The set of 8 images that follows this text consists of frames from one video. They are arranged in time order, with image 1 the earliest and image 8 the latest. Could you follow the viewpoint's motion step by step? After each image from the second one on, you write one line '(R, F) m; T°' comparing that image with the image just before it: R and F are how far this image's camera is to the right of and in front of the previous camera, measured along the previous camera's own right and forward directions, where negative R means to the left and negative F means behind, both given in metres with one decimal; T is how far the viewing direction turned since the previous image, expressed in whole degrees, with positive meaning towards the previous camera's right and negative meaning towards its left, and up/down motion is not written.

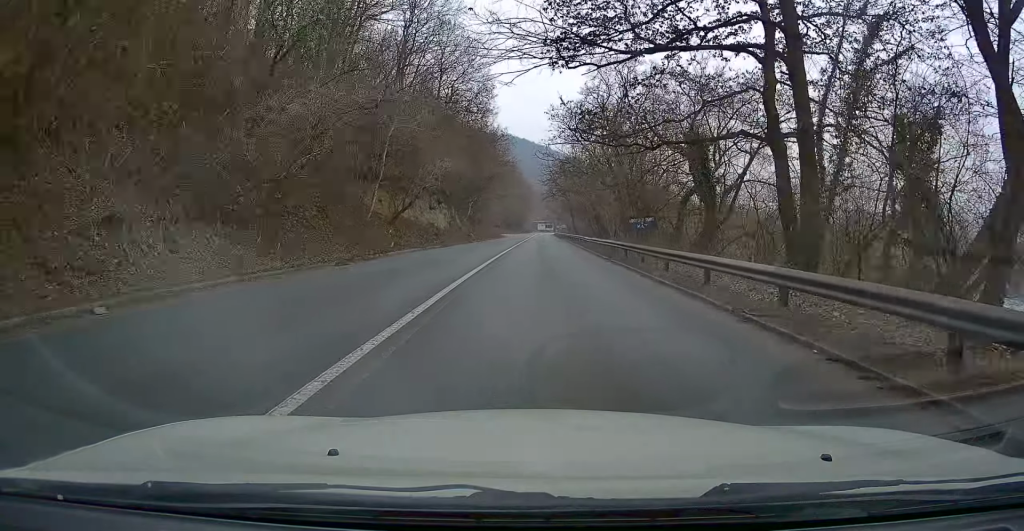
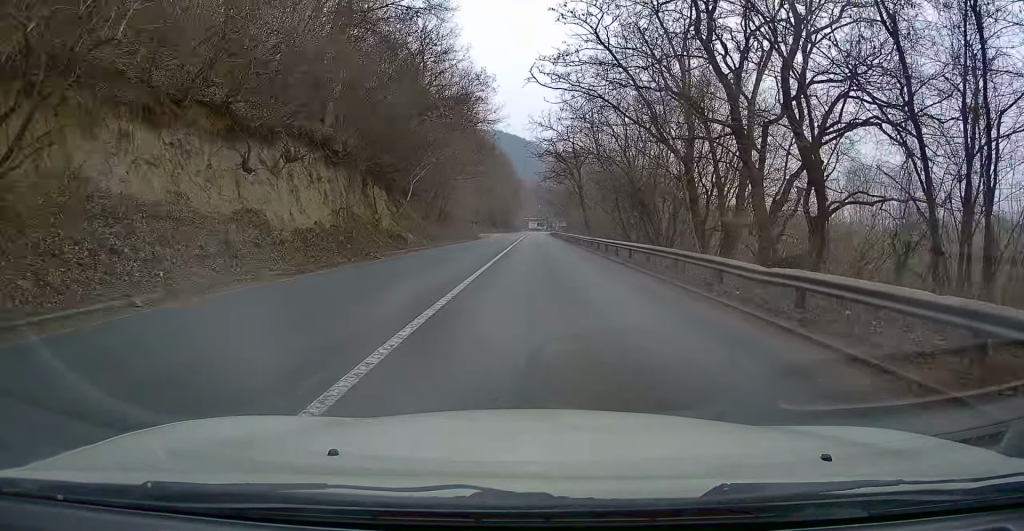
(+0.1, +29.5) m; -1°
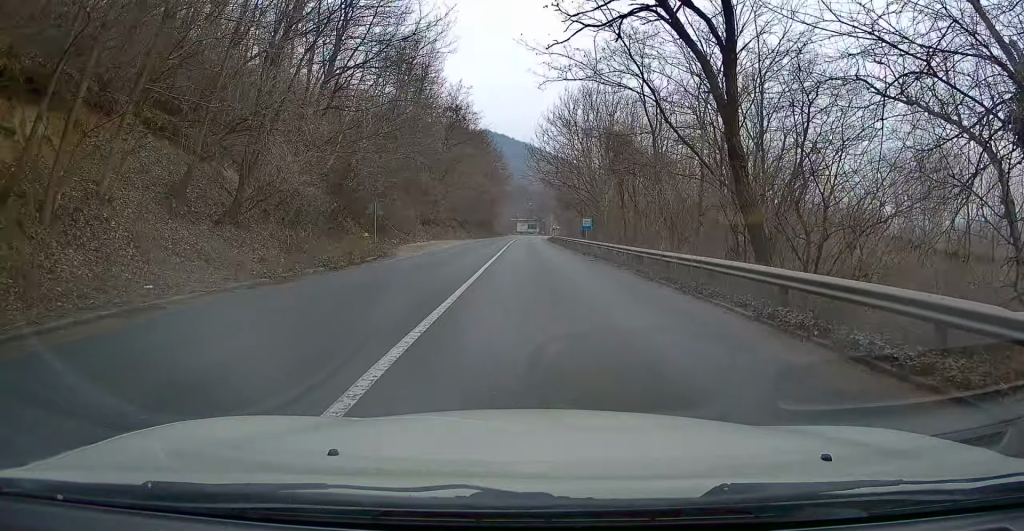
(-0.1, +43.8) m; 0°
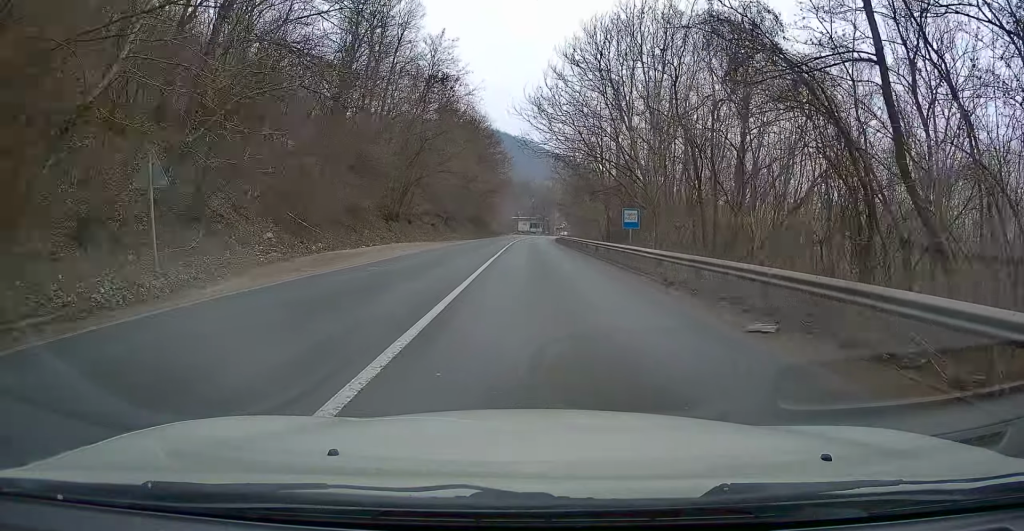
(0.0, +17.8) m; 0°
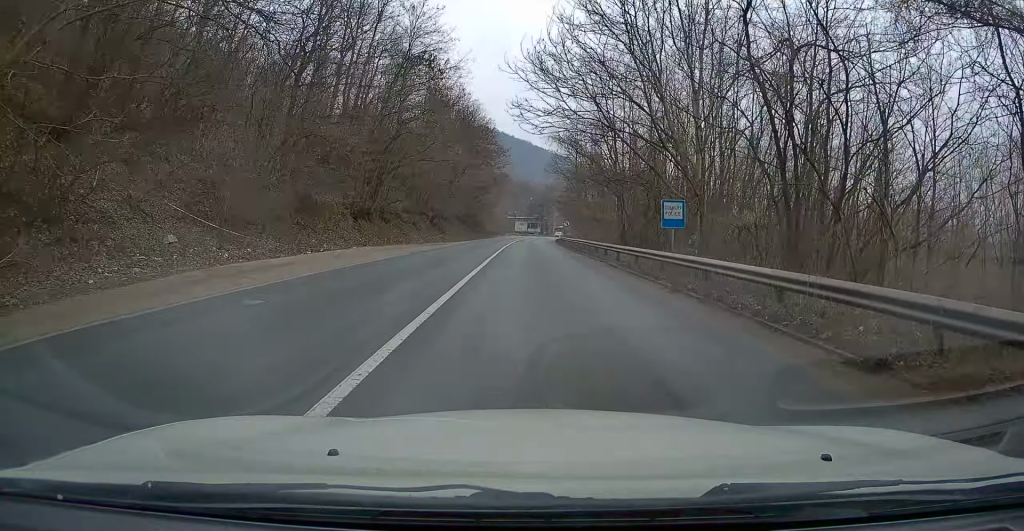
(0.0, +8.1) m; 0°
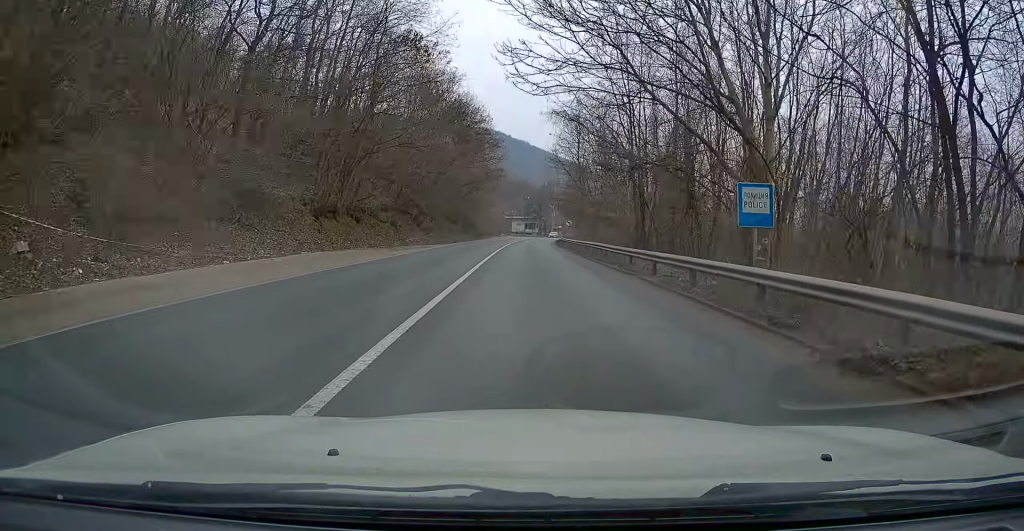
(0.0, +7.0) m; 0°
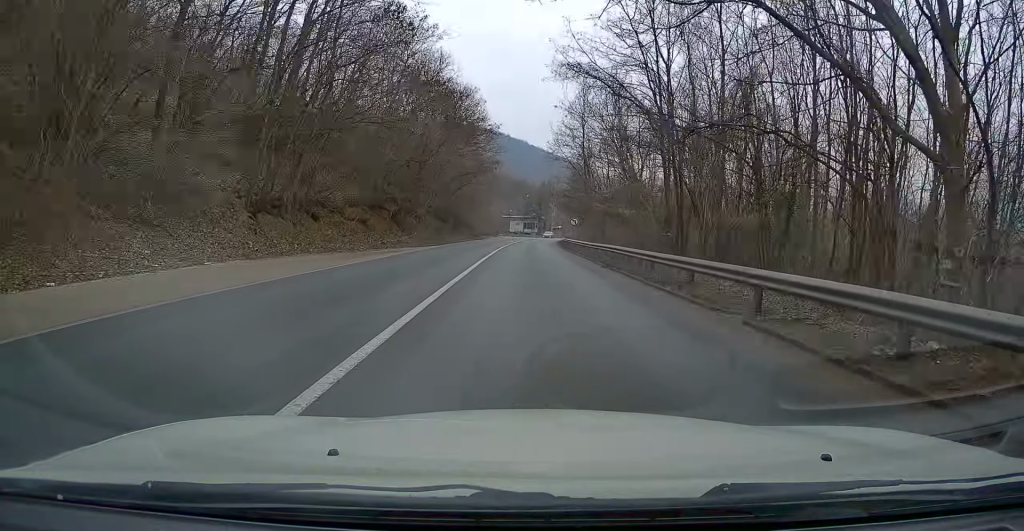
(0.0, +7.6) m; 0°
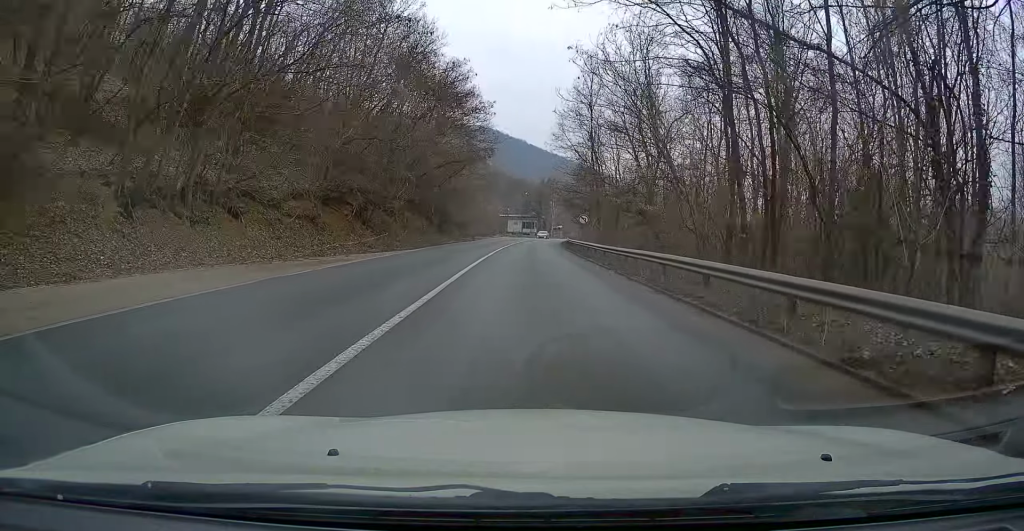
(0.0, +8.8) m; 0°
